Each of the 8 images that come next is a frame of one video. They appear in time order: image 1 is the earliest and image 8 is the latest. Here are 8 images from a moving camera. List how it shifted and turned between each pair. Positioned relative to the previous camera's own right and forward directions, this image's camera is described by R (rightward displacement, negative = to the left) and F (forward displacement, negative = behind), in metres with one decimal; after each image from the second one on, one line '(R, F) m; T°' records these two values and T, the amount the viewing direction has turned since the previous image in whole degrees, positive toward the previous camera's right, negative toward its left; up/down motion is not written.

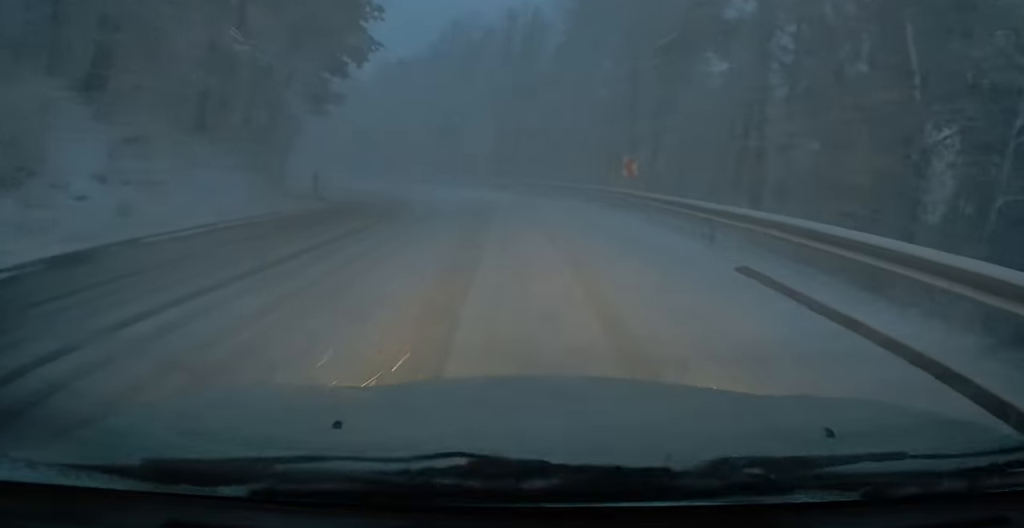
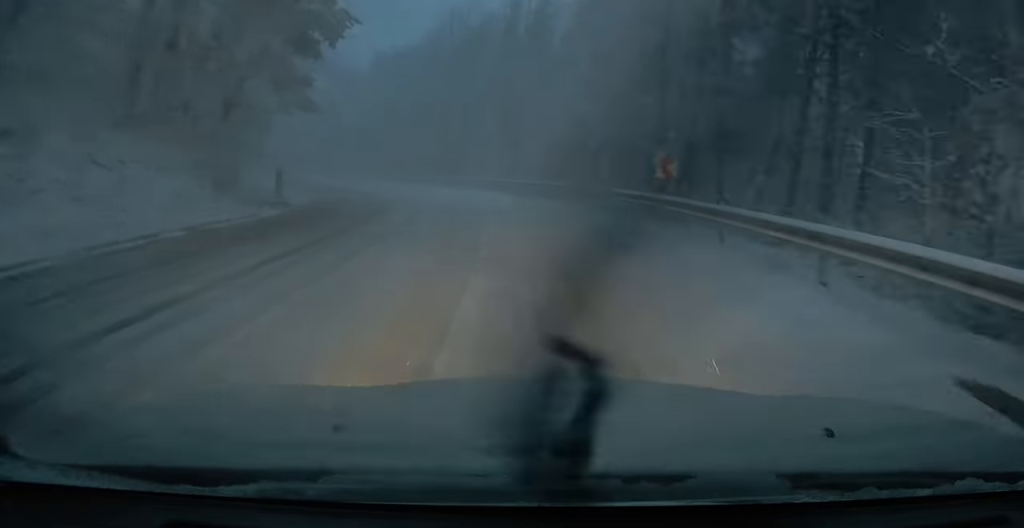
(-0.1, +4.0) m; -2°
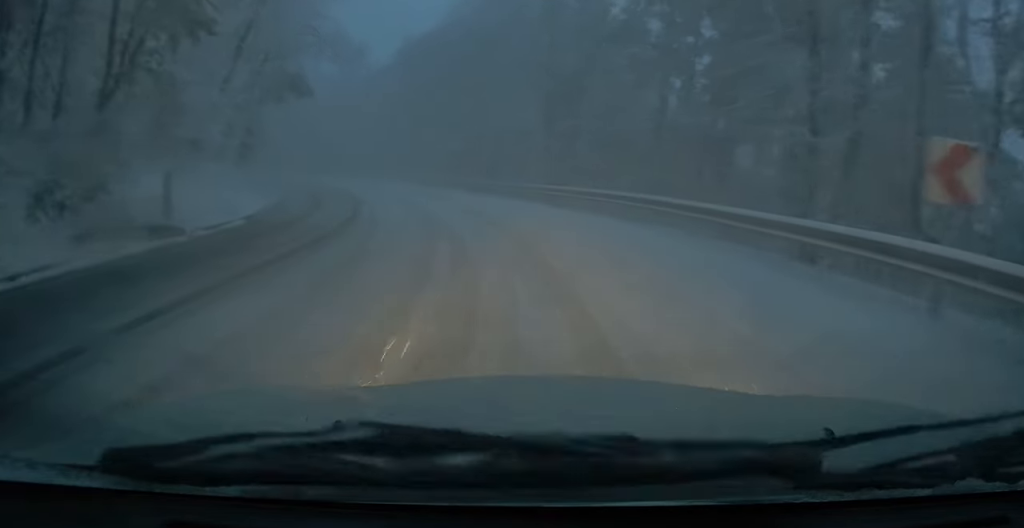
(-0.2, +7.9) m; -3°
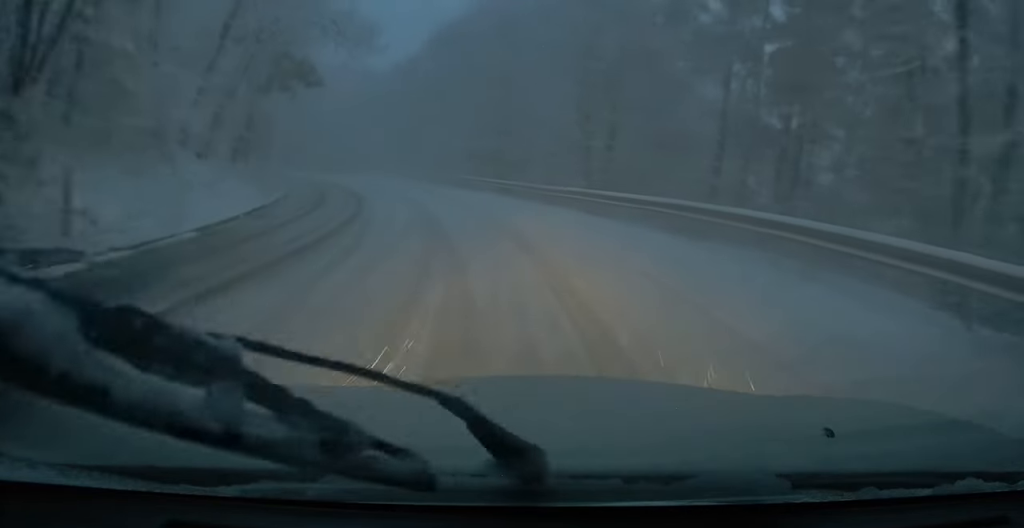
(-0.1, +3.4) m; -2°
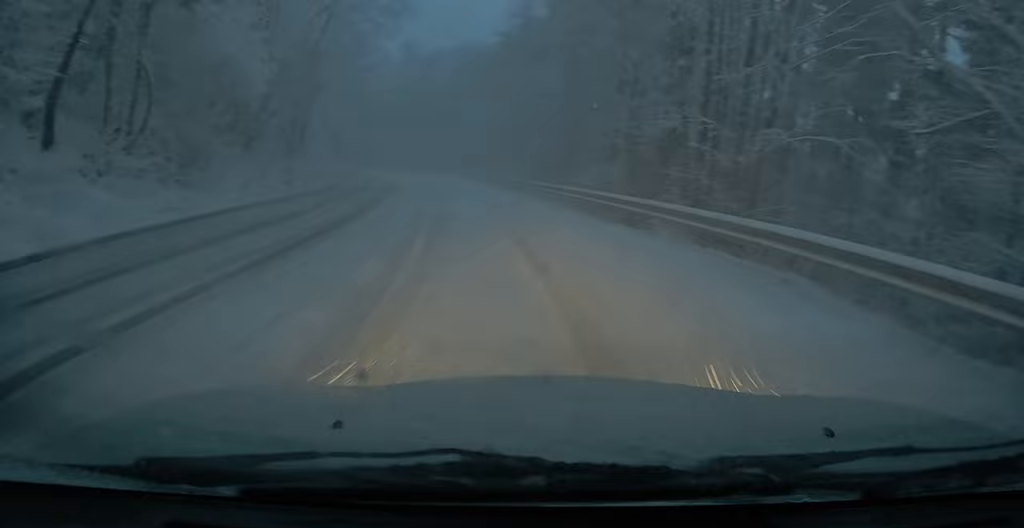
(-1.6, +17.3) m; -11°
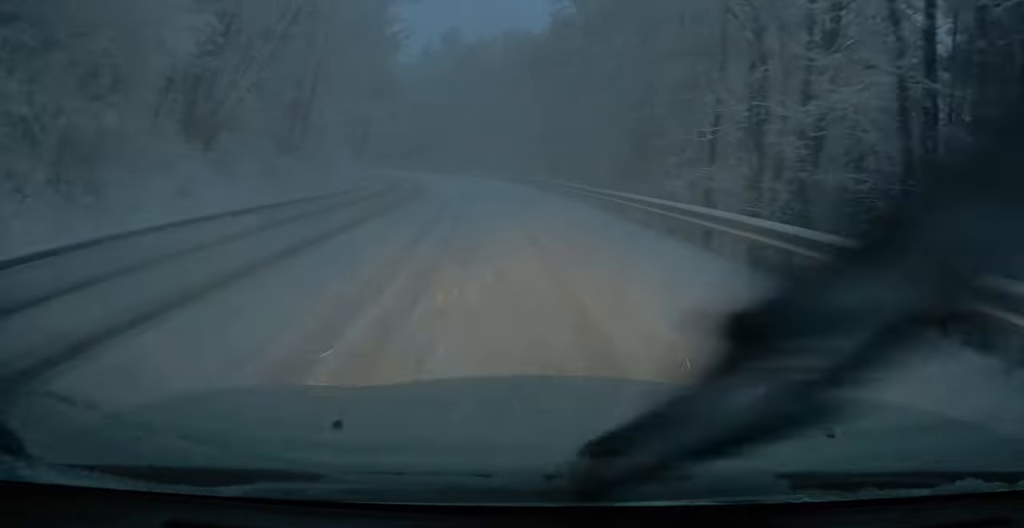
(-0.2, +7.4) m; -2°
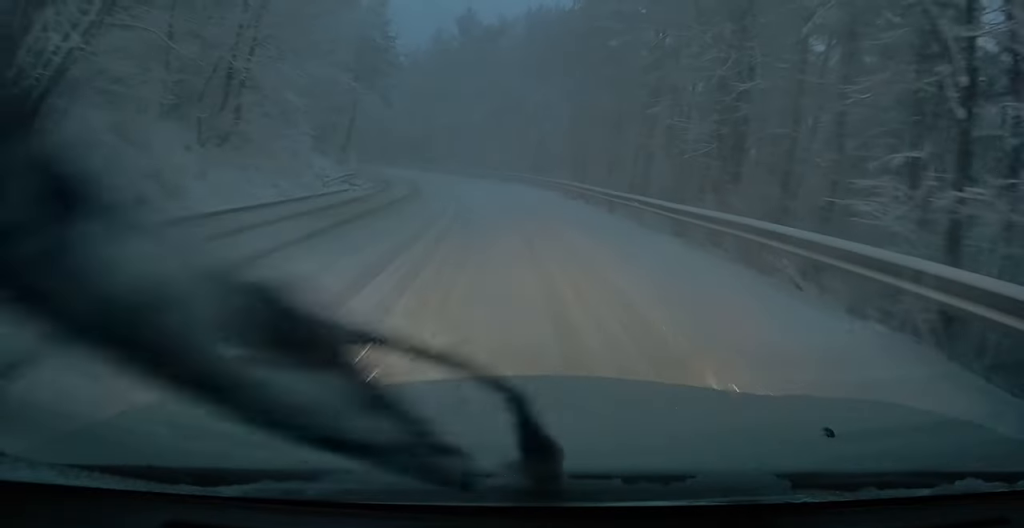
(-0.1, +10.0) m; 0°
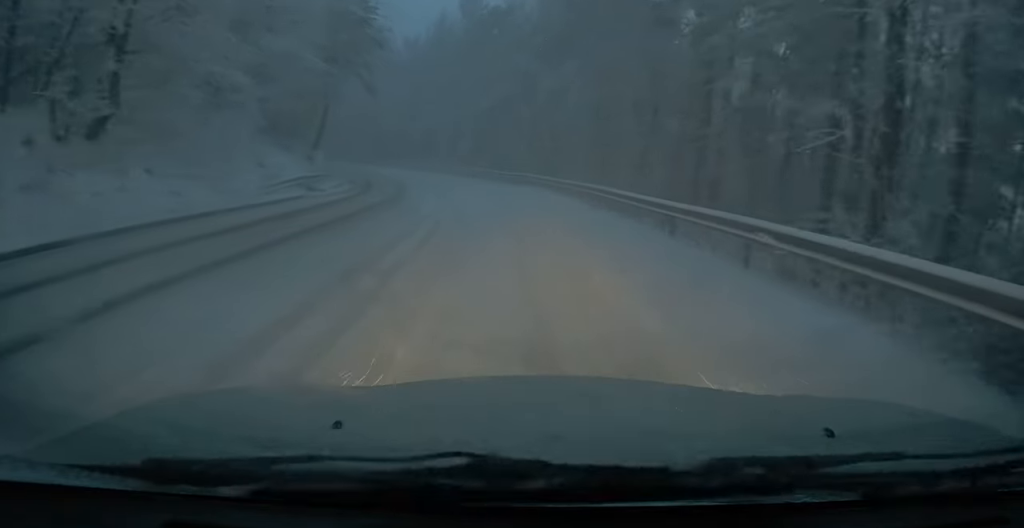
(+0.3, +7.9) m; 0°
